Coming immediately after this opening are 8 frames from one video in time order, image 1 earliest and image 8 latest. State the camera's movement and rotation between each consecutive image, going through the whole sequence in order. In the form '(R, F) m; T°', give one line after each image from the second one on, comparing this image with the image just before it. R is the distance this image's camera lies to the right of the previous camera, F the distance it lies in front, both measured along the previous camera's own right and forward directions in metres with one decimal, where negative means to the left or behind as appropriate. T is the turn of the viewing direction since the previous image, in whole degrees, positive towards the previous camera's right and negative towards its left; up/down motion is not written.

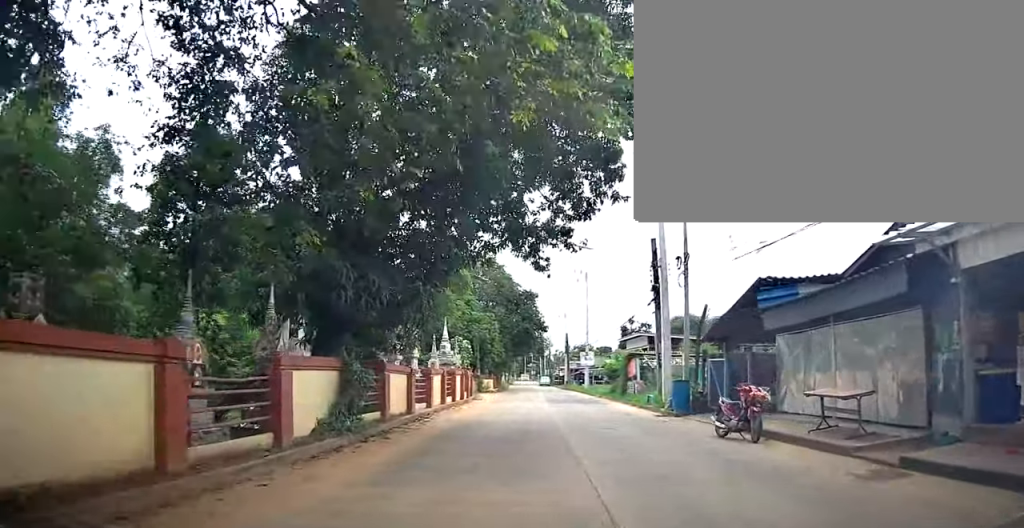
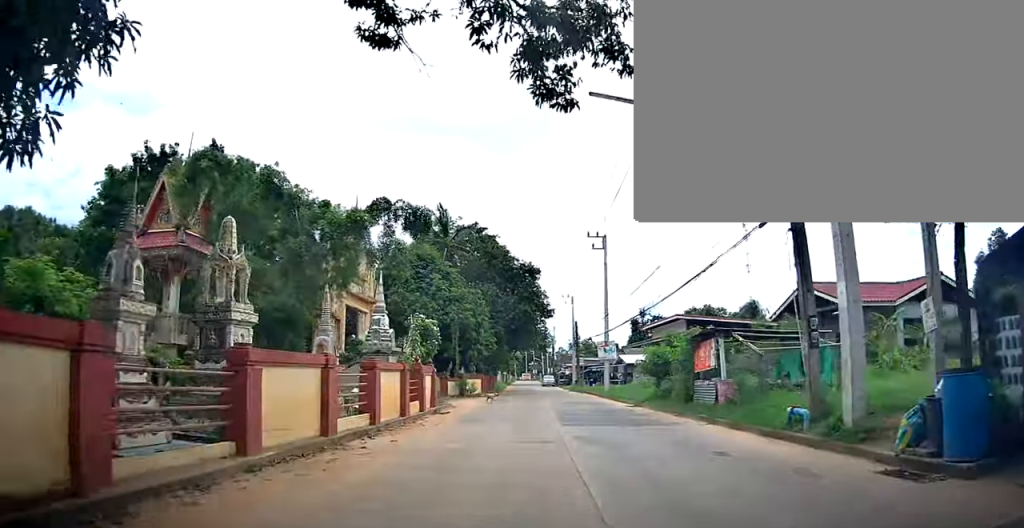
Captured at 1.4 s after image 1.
(+0.1, +12.7) m; +1°
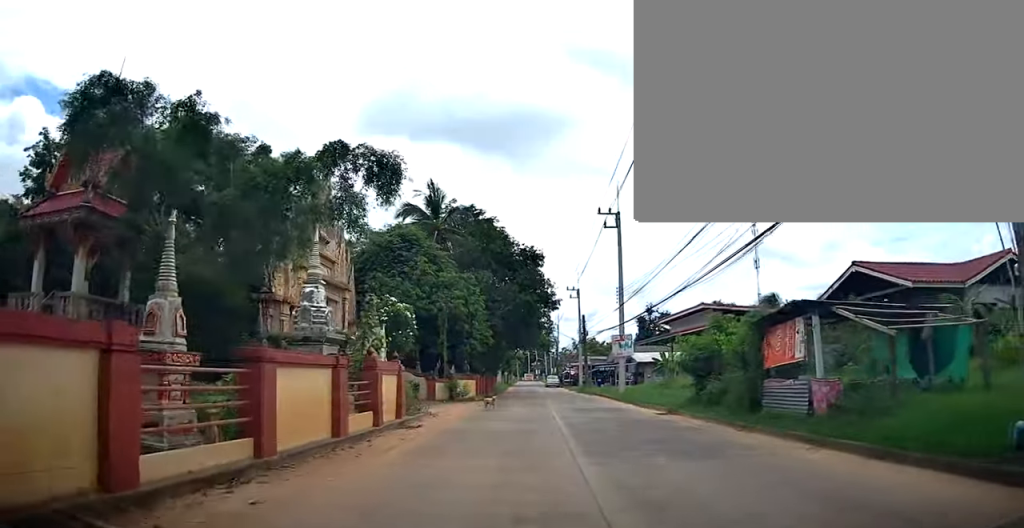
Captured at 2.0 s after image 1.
(0.0, +5.5) m; +1°
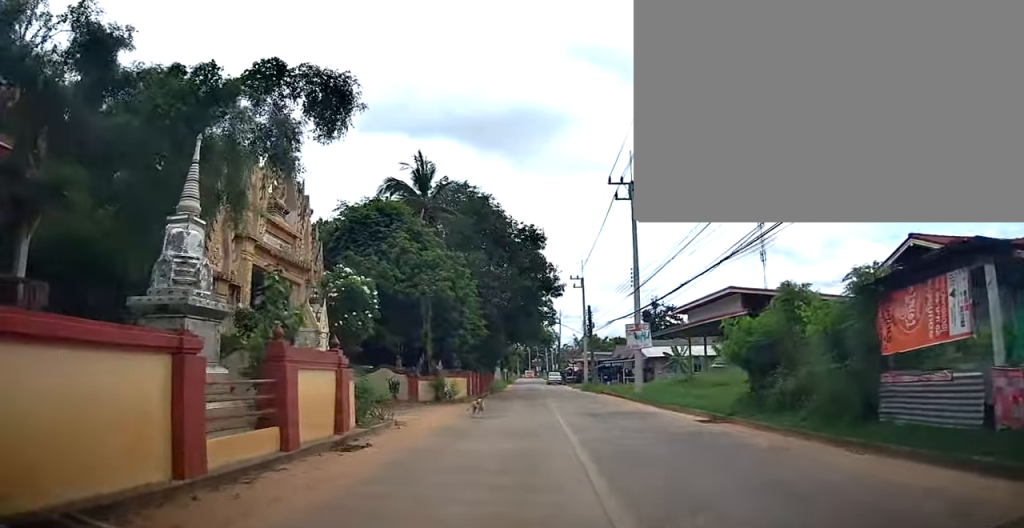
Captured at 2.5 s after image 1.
(0.0, +4.9) m; +1°
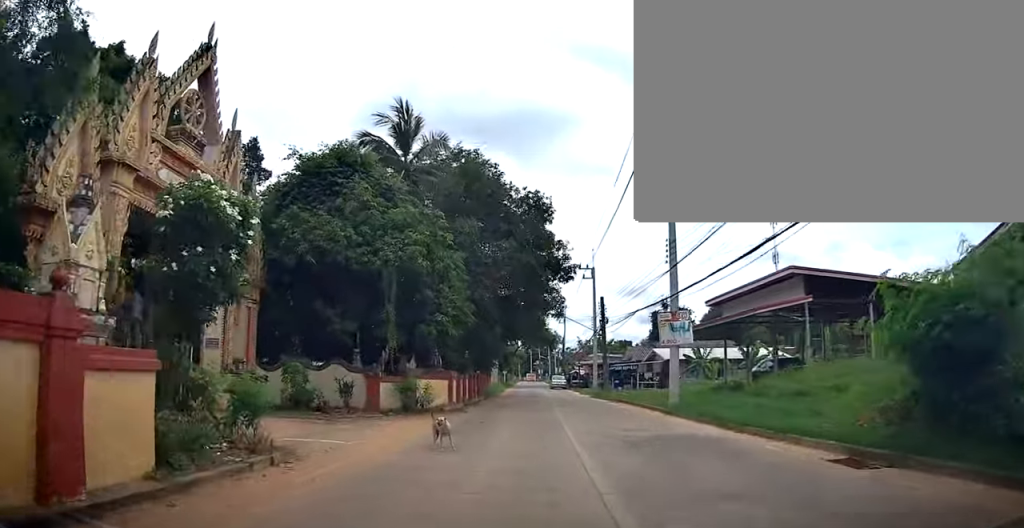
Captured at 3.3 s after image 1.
(+0.1, +7.4) m; +1°
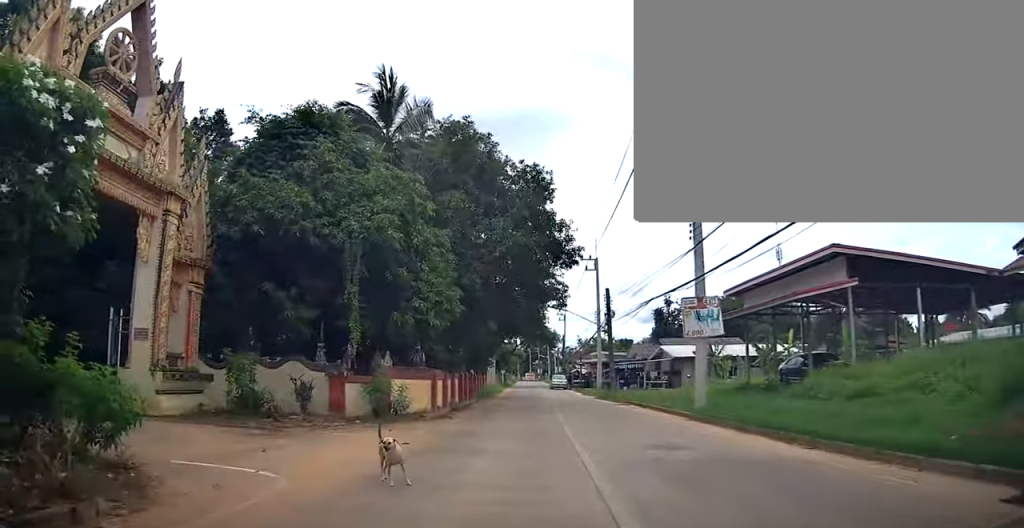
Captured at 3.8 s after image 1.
(+0.1, +3.9) m; +1°
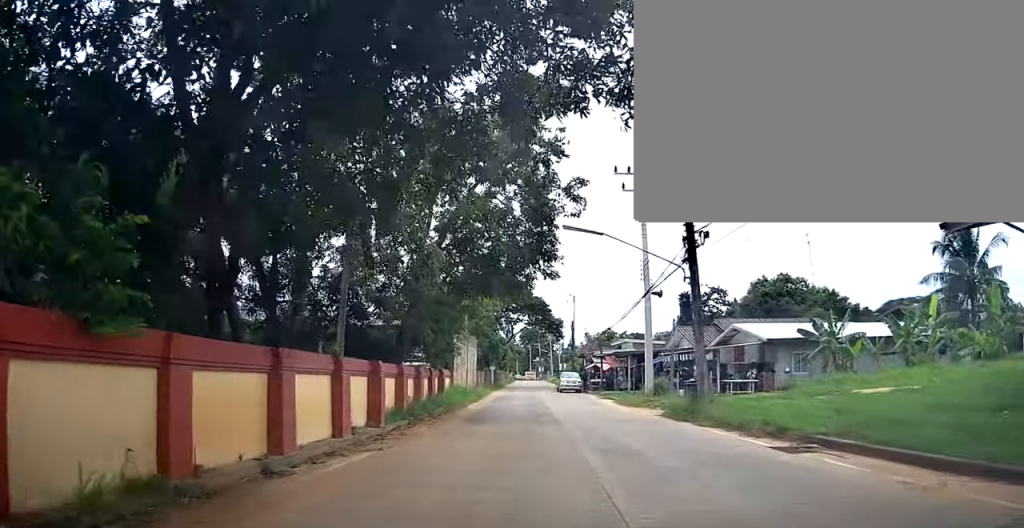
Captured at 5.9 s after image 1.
(-0.3, +19.6) m; 0°
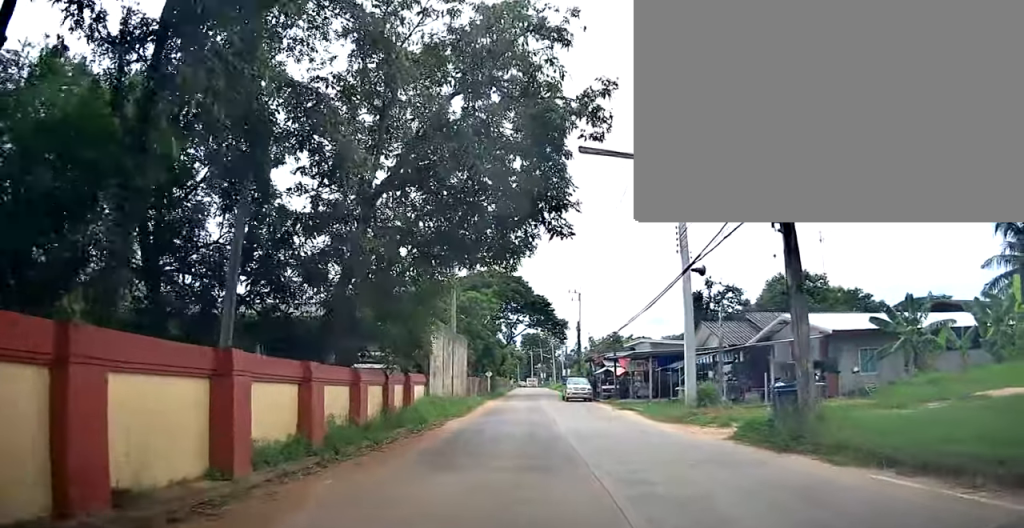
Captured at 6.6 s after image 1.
(+0.2, +6.1) m; +1°
